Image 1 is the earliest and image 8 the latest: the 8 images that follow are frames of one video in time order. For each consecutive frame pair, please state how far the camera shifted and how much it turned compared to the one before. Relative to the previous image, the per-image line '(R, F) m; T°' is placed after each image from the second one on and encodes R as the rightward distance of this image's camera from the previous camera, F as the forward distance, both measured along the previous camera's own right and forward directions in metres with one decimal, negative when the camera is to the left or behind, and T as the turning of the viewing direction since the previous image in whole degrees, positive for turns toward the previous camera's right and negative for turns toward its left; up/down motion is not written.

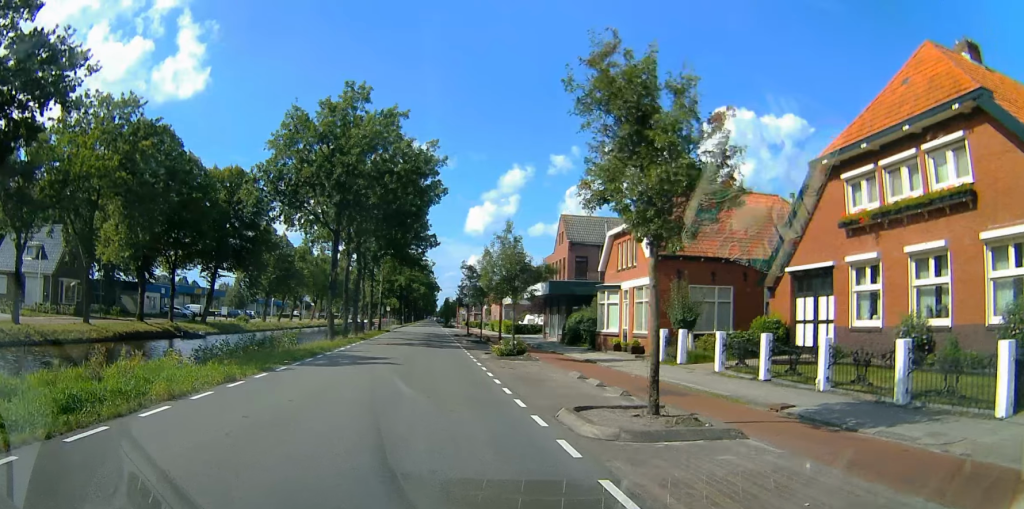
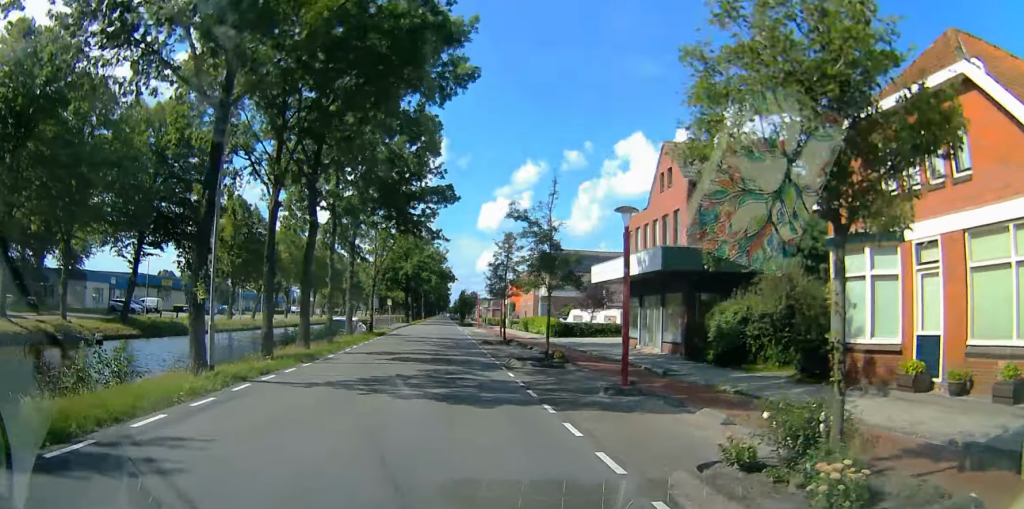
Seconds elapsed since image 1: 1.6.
(-1.1, +20.8) m; -3°
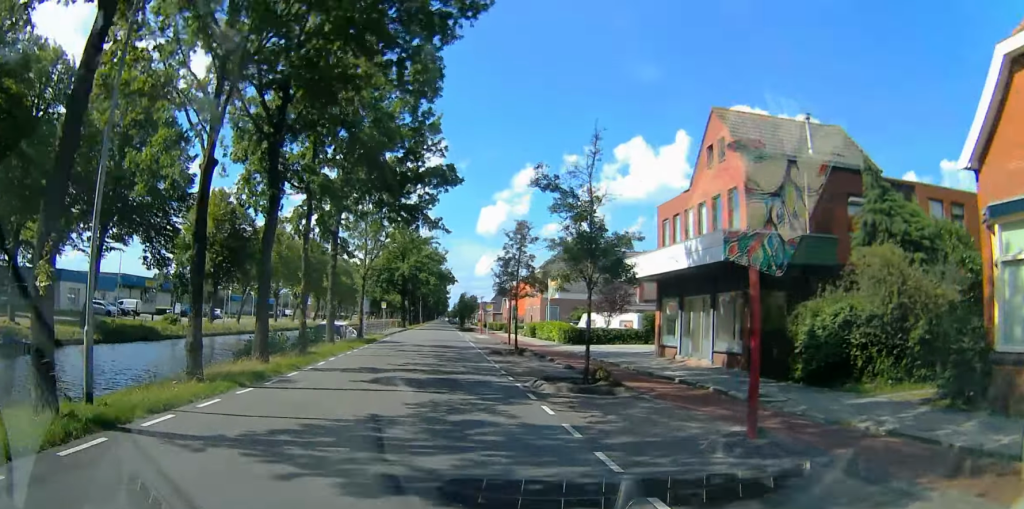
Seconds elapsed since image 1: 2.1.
(0.0, +5.7) m; 0°
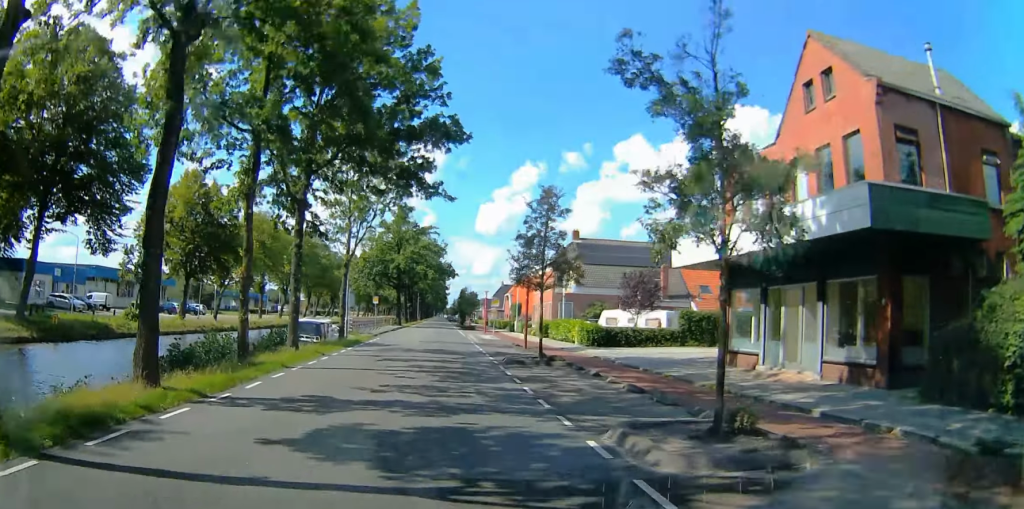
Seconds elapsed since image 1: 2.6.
(0.0, +7.5) m; +1°
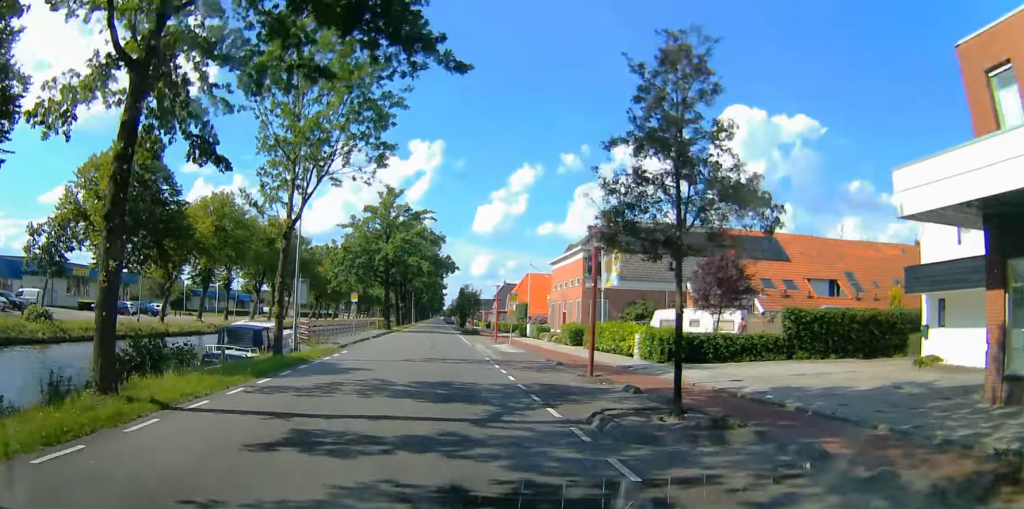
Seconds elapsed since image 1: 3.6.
(+0.2, +13.1) m; +2°
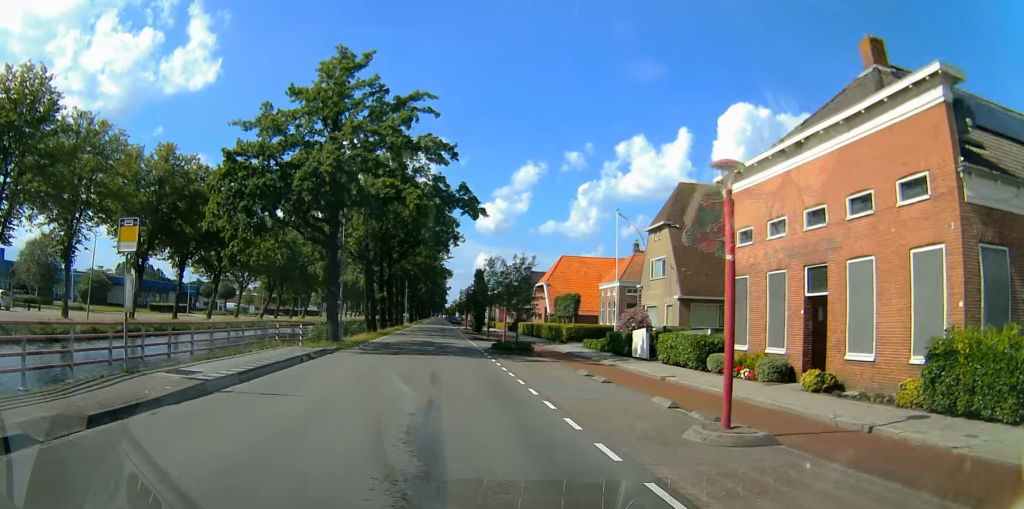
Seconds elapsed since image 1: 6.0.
(-0.2, +34.8) m; -1°
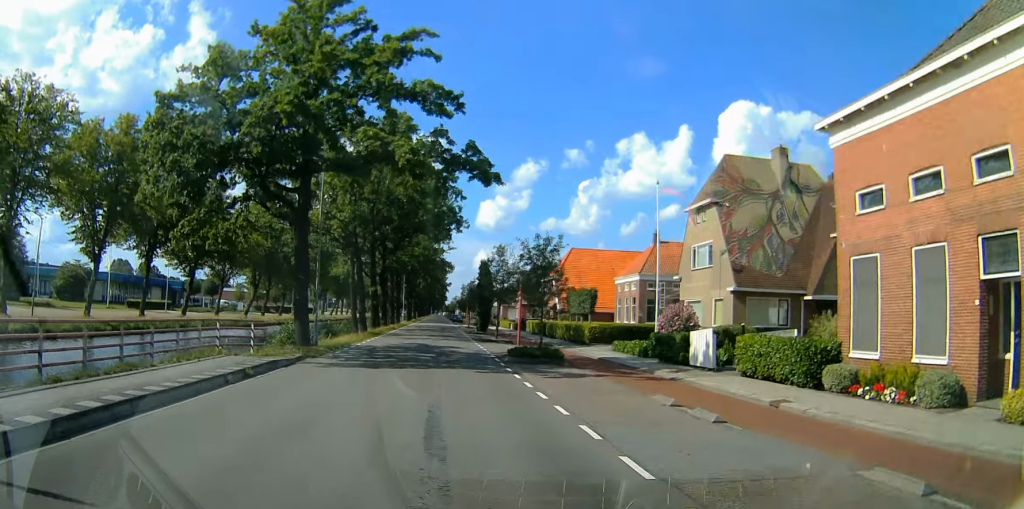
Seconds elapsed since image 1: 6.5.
(+0.1, +7.2) m; 0°
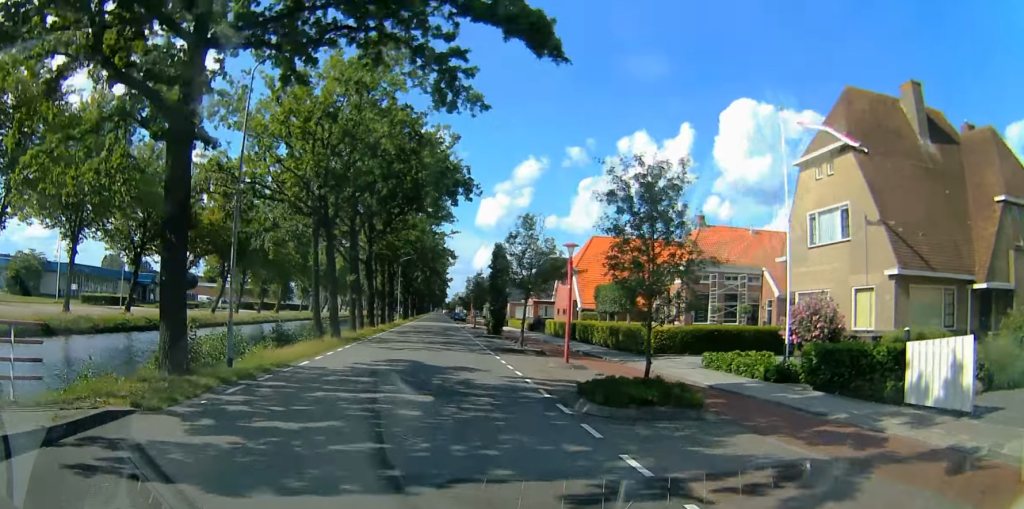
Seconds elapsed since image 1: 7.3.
(+0.2, +12.0) m; 0°
